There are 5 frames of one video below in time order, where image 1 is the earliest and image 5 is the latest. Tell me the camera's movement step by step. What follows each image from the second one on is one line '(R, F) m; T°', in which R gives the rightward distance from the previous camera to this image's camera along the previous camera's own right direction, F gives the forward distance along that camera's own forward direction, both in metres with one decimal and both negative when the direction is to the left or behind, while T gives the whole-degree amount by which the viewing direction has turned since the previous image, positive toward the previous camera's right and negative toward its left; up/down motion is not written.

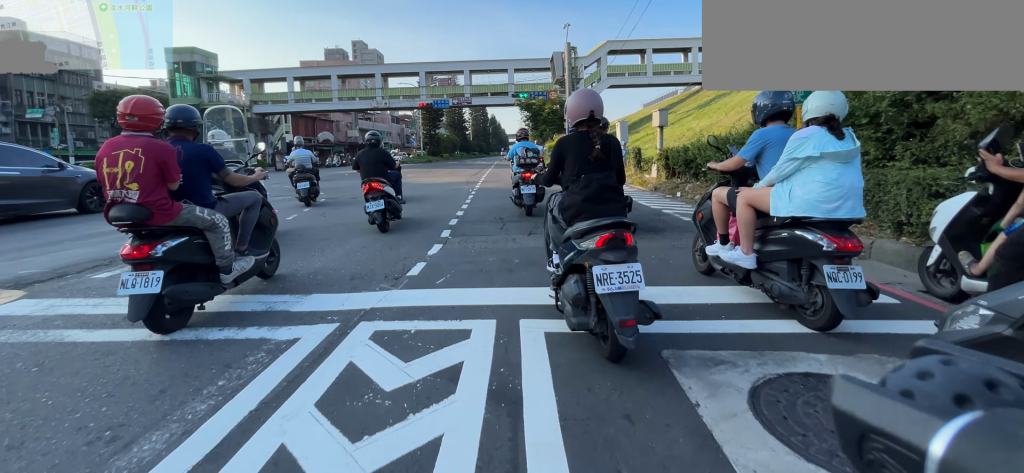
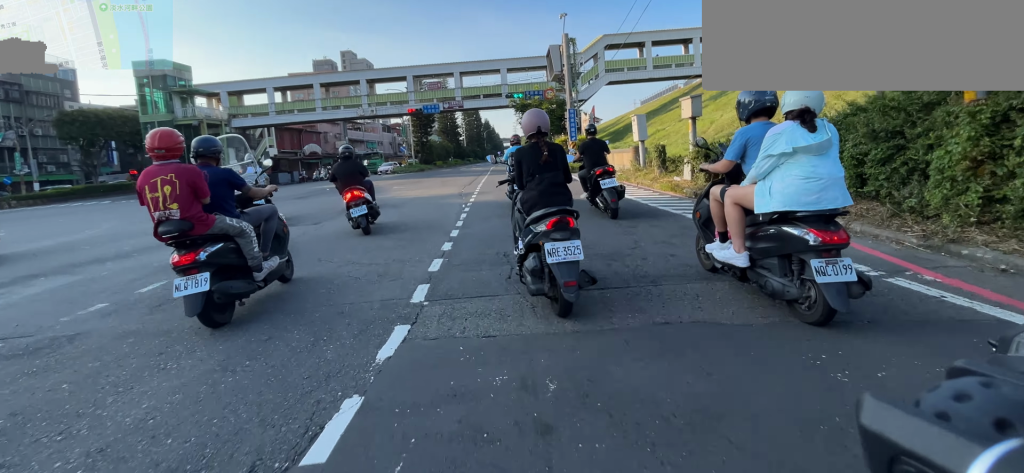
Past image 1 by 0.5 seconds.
(0.0, +2.7) m; 0°
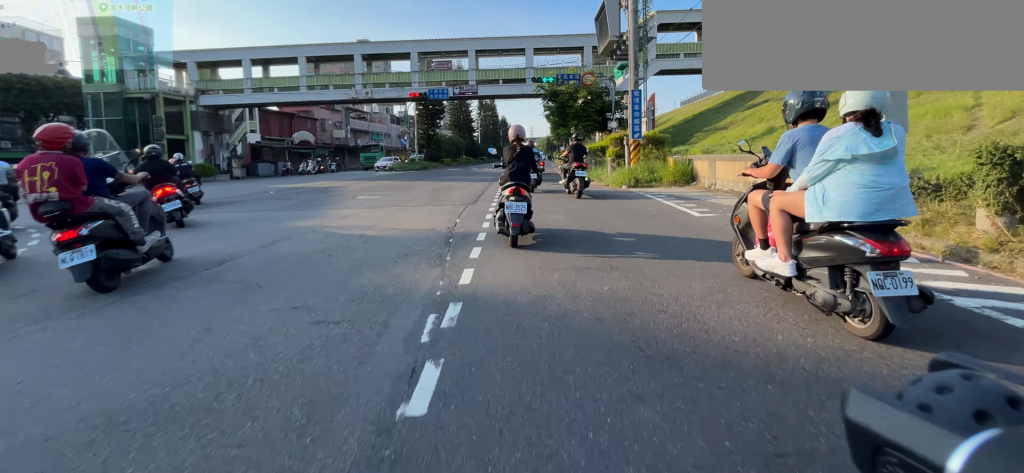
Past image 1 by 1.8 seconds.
(0.0, +6.9) m; +1°
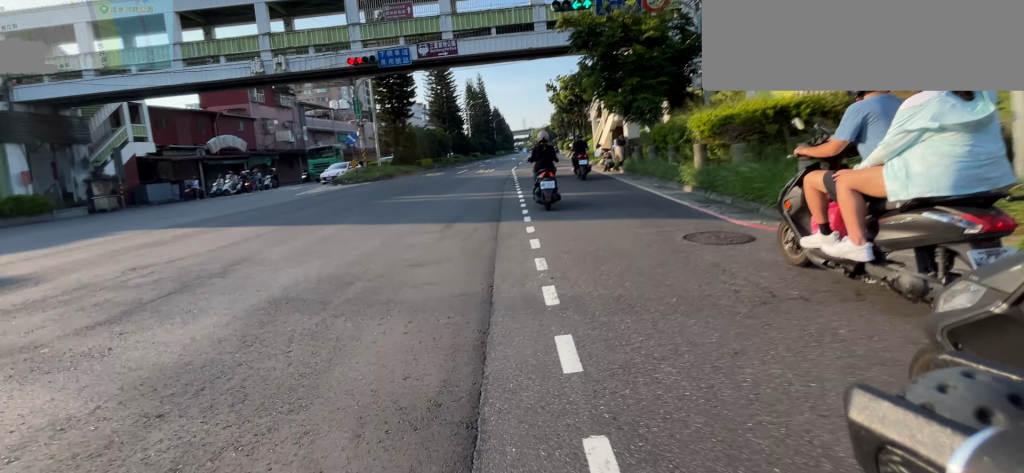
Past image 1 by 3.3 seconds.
(+0.2, +8.4) m; +2°
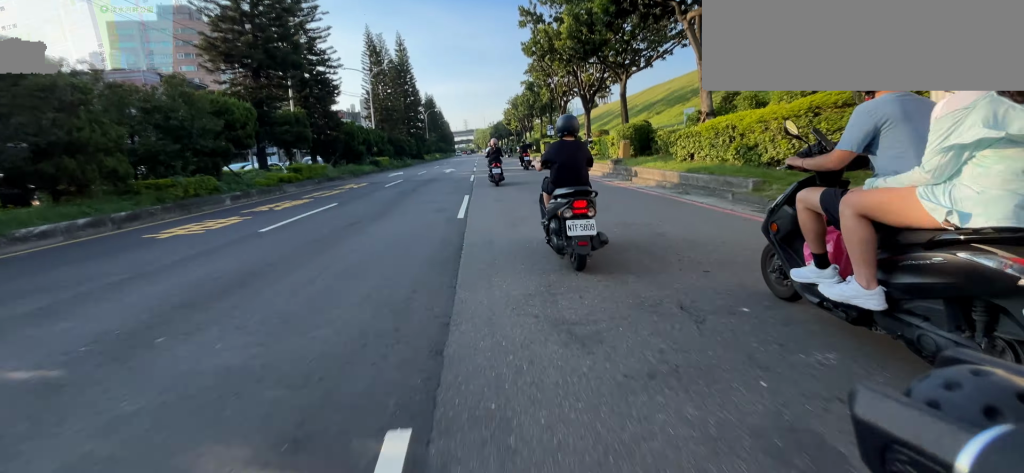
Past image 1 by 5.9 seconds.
(+0.1, +20.0) m; +1°
